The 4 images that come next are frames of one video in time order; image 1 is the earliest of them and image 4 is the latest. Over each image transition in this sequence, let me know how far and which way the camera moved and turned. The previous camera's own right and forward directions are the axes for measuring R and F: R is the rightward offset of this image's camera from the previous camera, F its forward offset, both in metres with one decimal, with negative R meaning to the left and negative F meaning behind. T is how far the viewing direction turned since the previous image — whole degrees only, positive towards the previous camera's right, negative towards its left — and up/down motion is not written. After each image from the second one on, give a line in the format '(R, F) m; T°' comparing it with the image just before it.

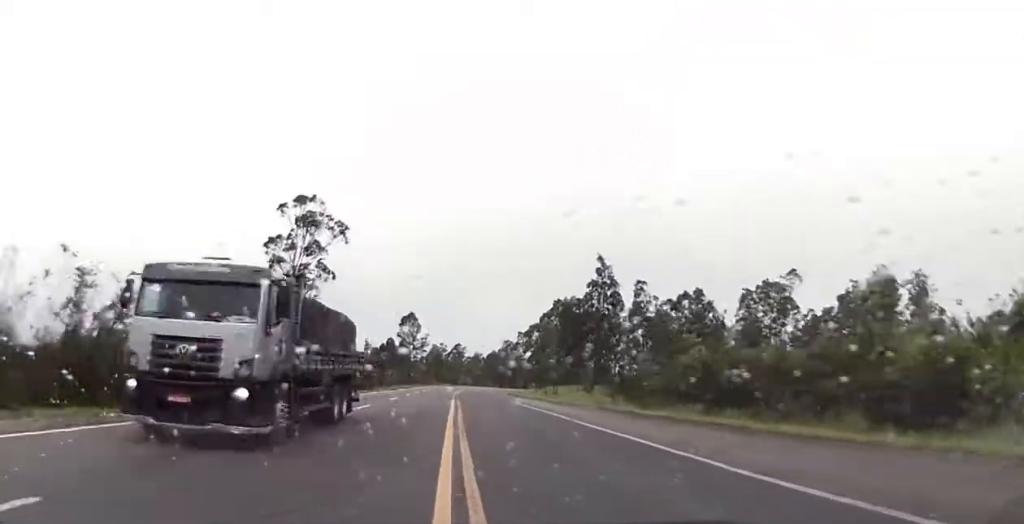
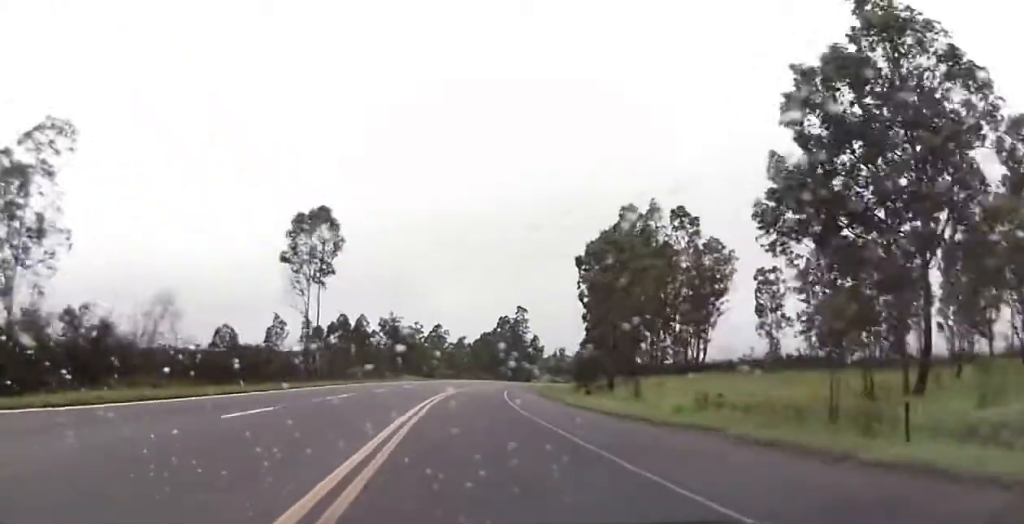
(+1.1, +69.1) m; +1°
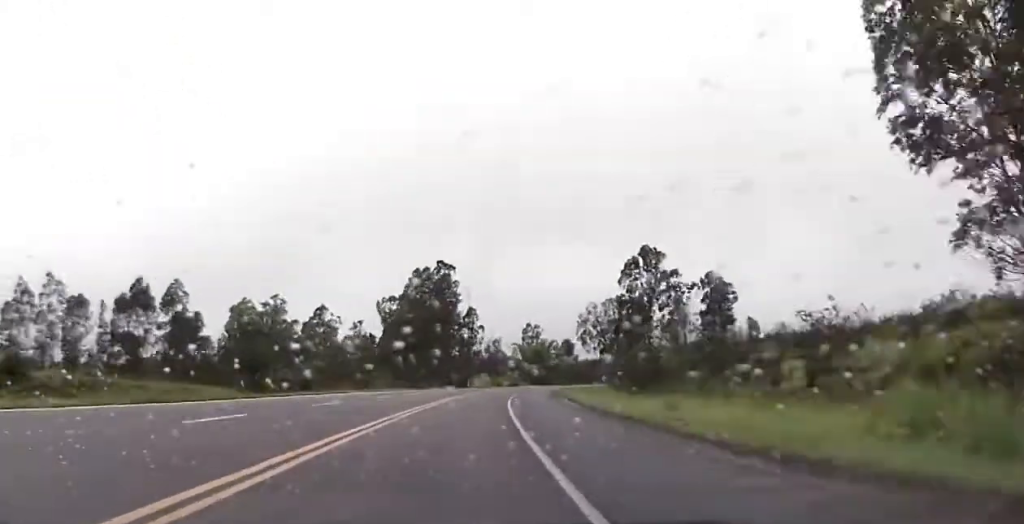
(+2.4, +83.6) m; +5°
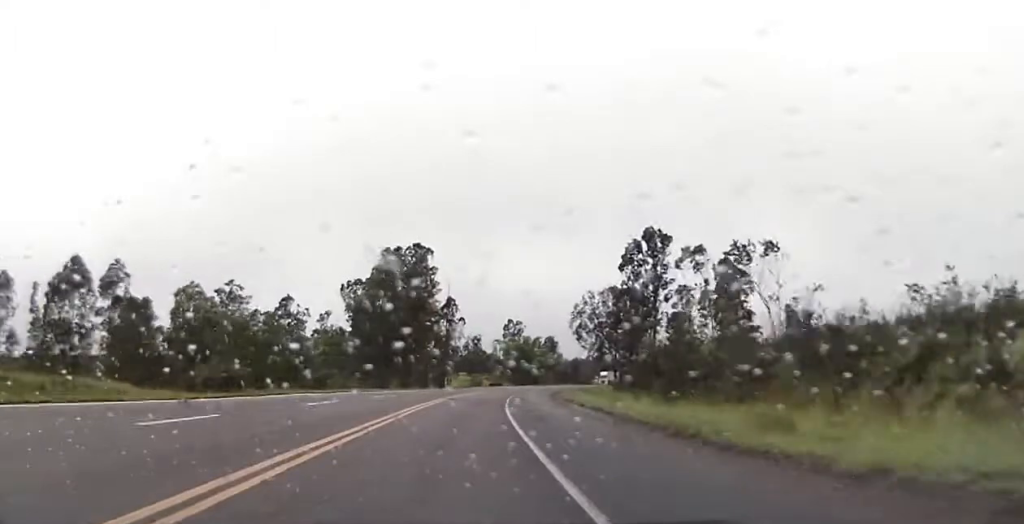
(+0.1, +14.0) m; +1°
